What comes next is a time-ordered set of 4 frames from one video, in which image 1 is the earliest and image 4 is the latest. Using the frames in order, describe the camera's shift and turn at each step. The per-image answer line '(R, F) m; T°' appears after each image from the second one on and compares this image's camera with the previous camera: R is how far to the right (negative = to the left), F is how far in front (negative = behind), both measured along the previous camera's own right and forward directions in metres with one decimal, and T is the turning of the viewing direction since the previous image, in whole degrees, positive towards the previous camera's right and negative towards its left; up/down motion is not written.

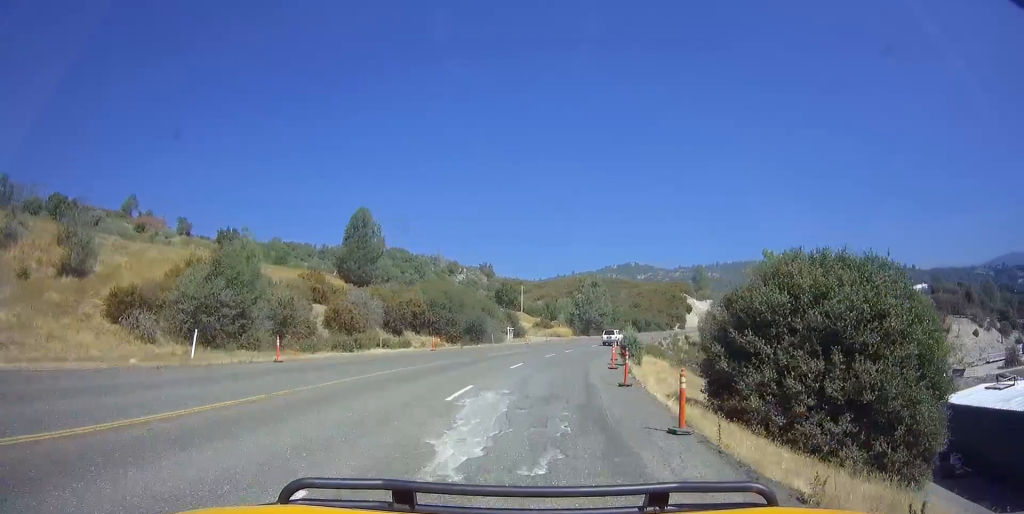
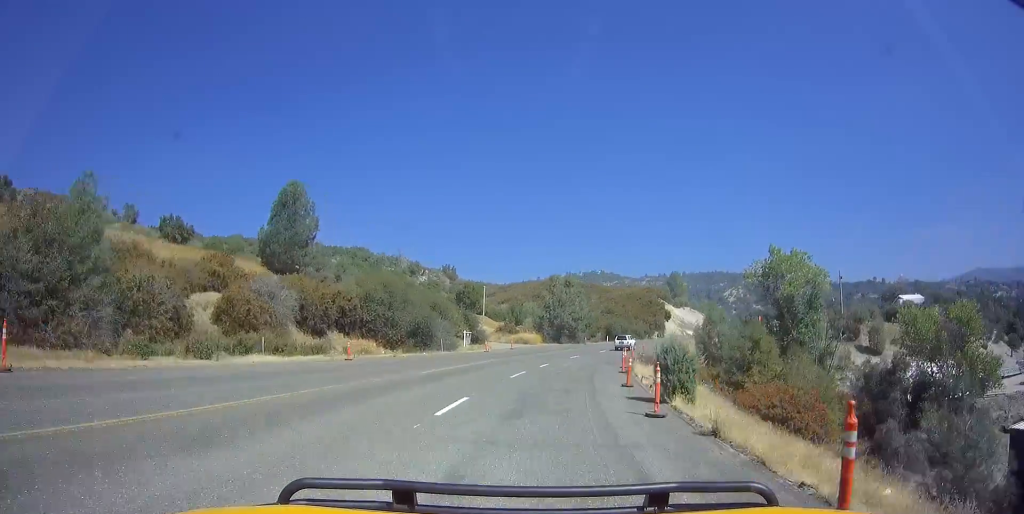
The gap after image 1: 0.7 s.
(+0.6, +12.9) m; +4°
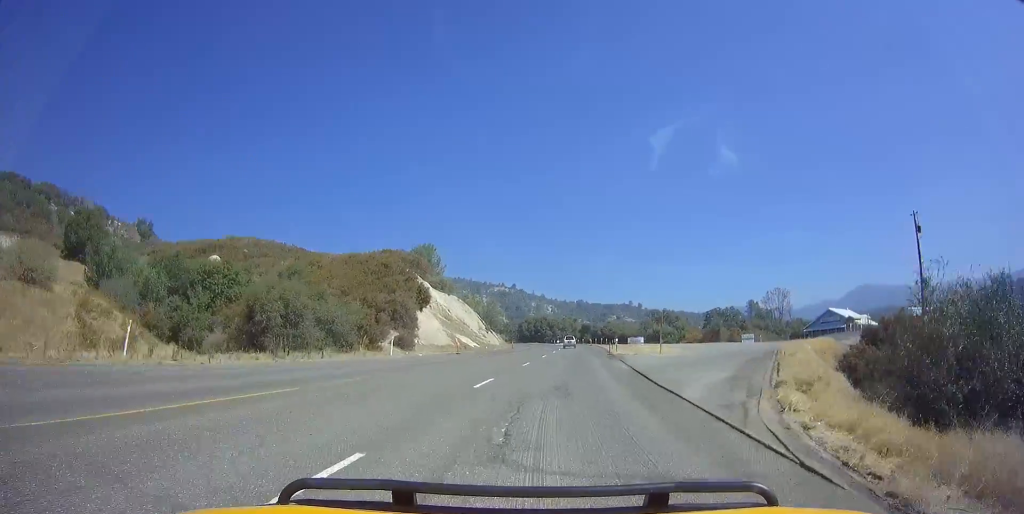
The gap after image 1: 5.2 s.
(+19.3, +73.9) m; +26°
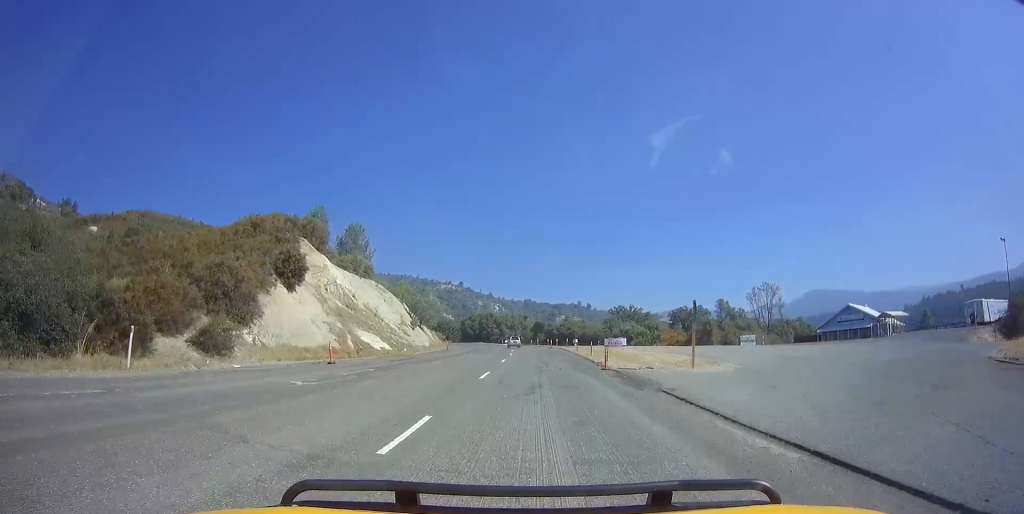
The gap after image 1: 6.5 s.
(+0.3, +22.4) m; +1°
